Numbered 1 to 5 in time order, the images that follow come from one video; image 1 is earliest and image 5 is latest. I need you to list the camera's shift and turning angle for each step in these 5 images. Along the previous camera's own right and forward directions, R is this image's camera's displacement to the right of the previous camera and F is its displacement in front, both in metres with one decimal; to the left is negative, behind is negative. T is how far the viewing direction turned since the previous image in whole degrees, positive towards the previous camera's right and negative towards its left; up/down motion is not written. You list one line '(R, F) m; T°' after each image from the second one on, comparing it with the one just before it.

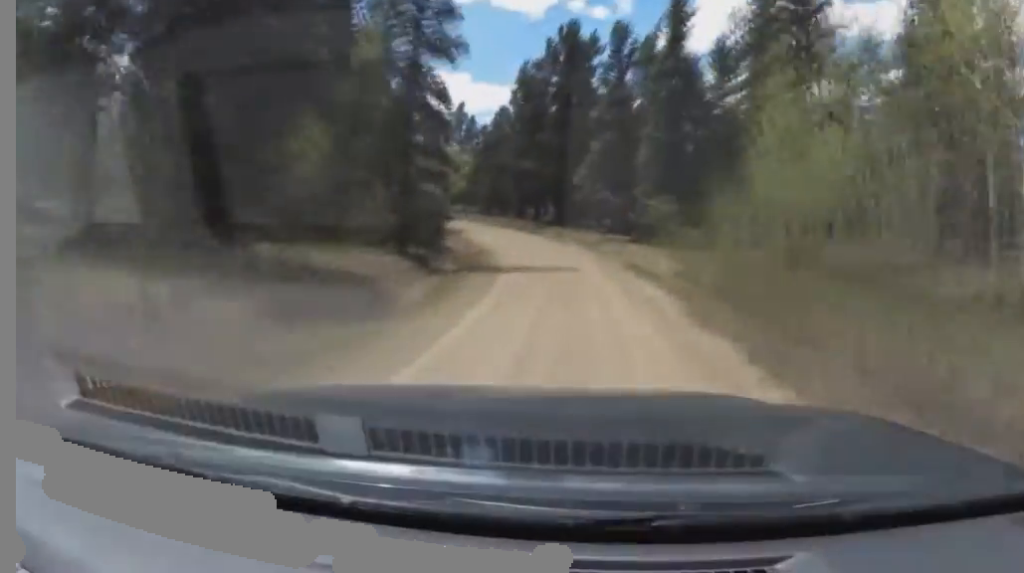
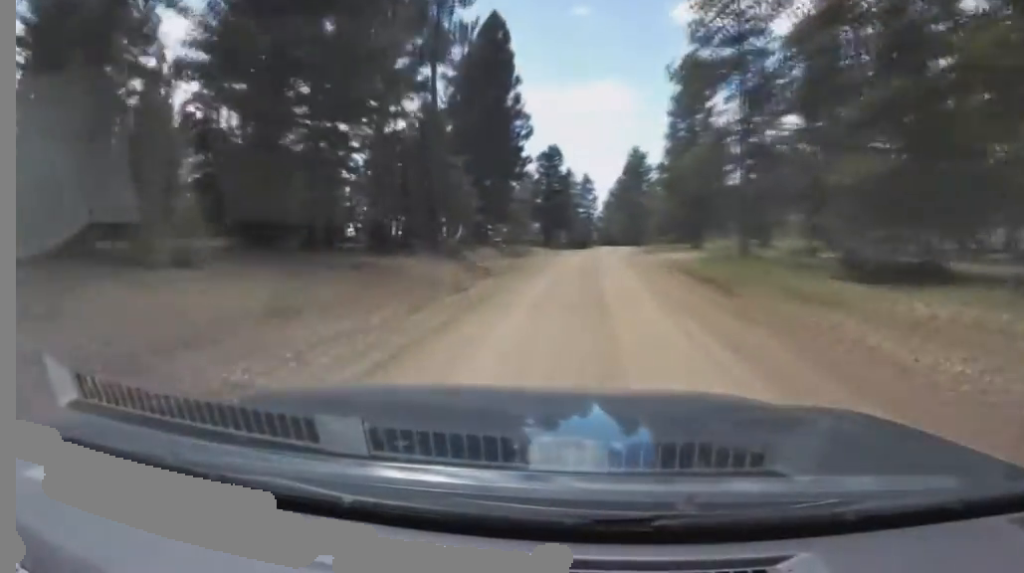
(-7.0, +44.6) m; -15°
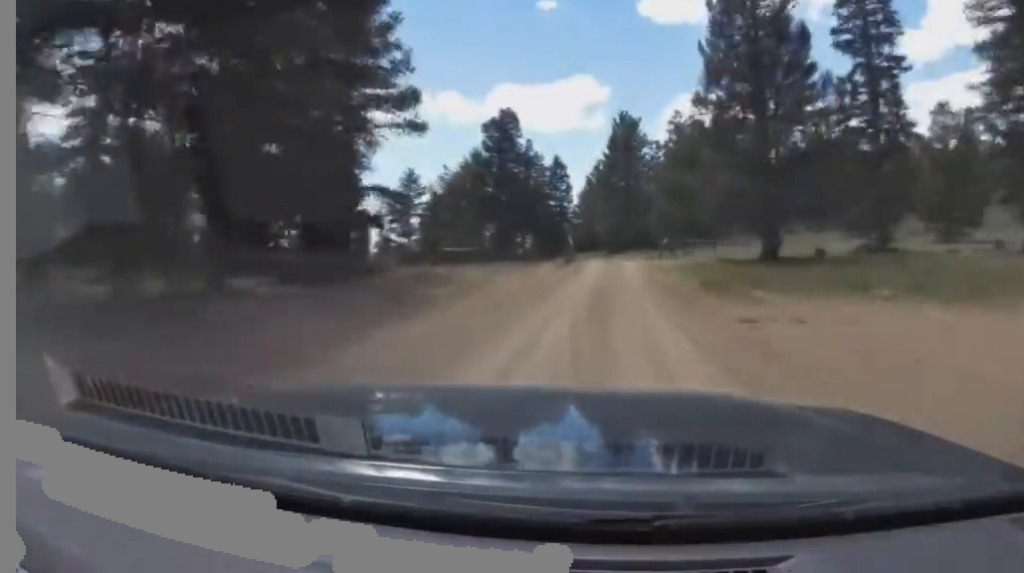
(+1.5, +27.3) m; 0°
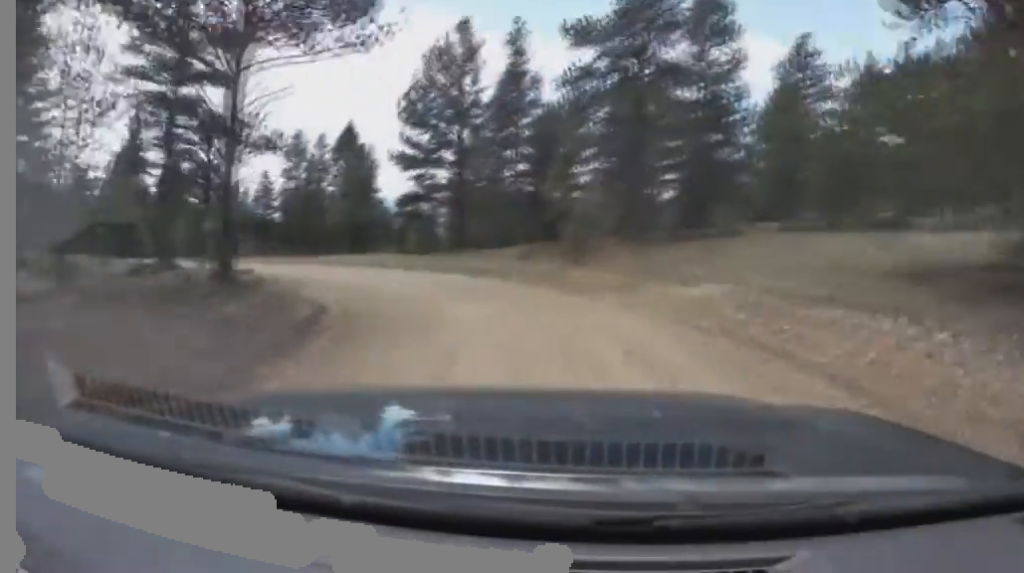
(-26.9, +59.3) m; -49°
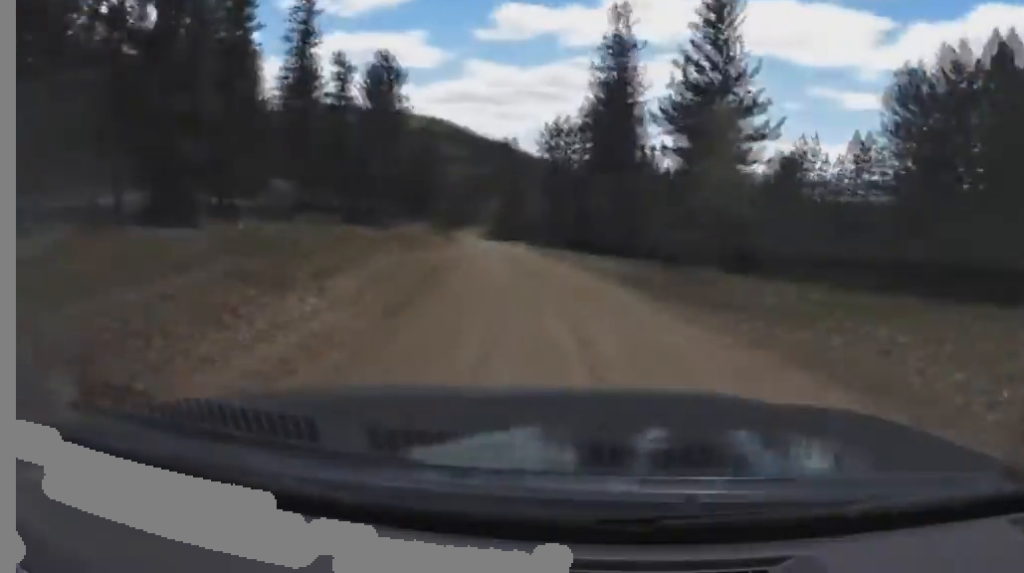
(-9.2, +39.4) m; -26°
